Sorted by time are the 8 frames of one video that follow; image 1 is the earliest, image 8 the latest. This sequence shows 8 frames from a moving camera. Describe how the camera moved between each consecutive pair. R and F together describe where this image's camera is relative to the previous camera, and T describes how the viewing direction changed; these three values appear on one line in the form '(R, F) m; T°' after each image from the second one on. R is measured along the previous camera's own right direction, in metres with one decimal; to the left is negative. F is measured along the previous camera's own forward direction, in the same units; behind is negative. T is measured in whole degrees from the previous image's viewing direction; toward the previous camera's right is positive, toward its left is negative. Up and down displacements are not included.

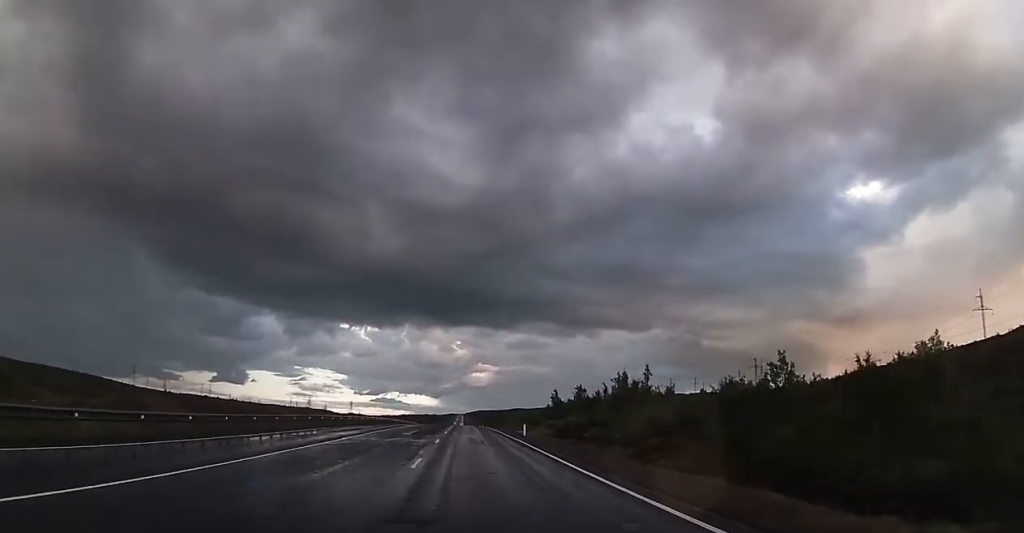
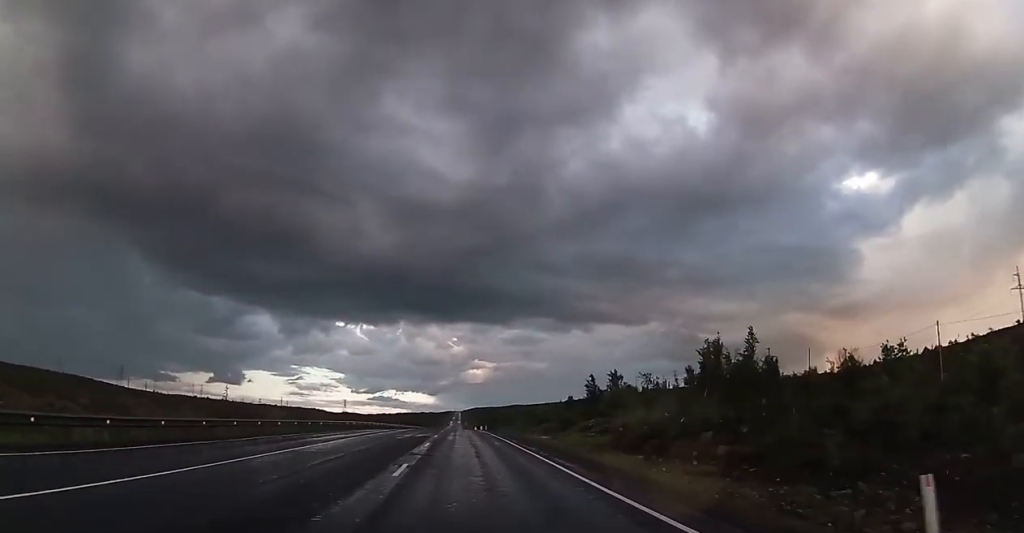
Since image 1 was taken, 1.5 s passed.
(-0.1, +37.5) m; 0°
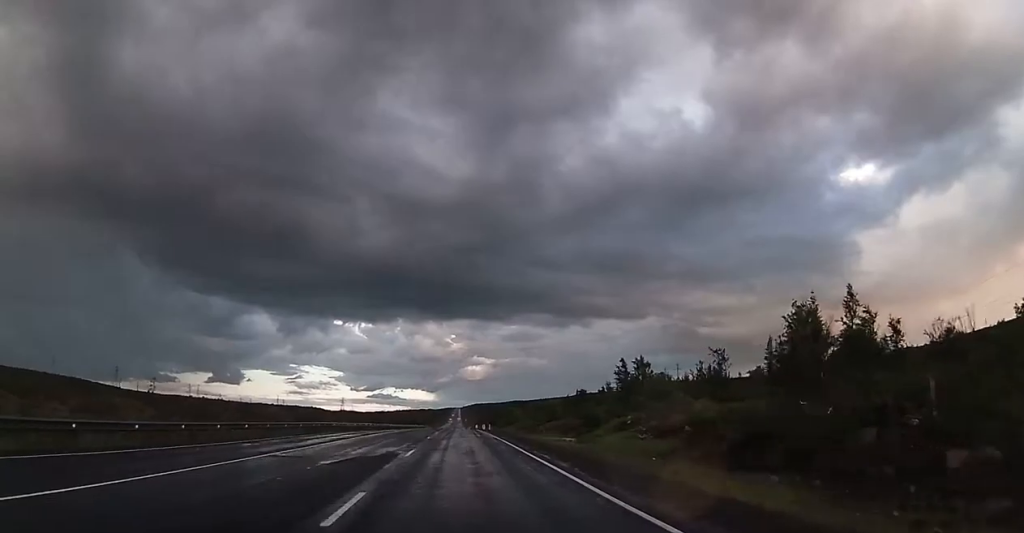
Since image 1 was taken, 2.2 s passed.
(0.0, +17.5) m; 0°
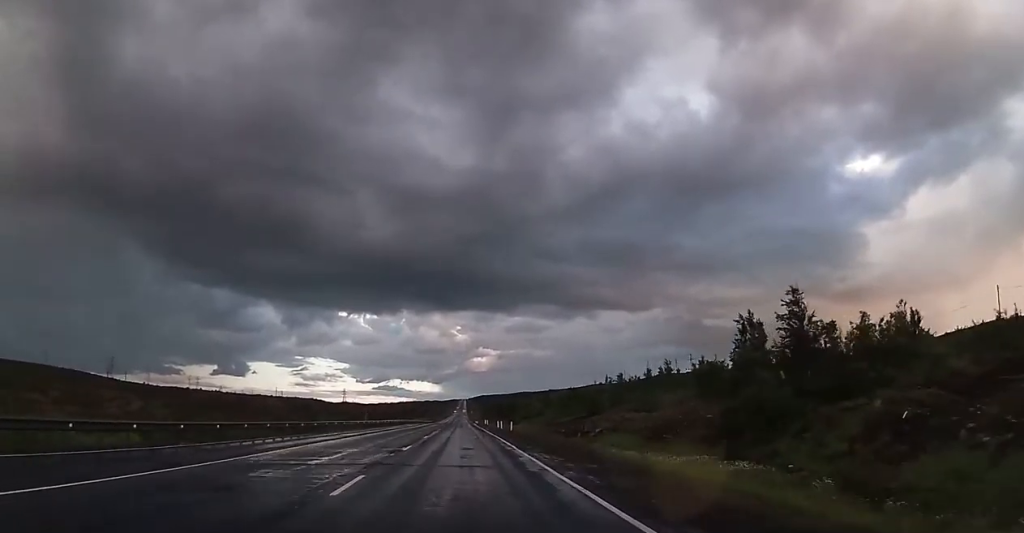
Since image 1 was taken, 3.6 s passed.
(0.0, +35.8) m; 0°
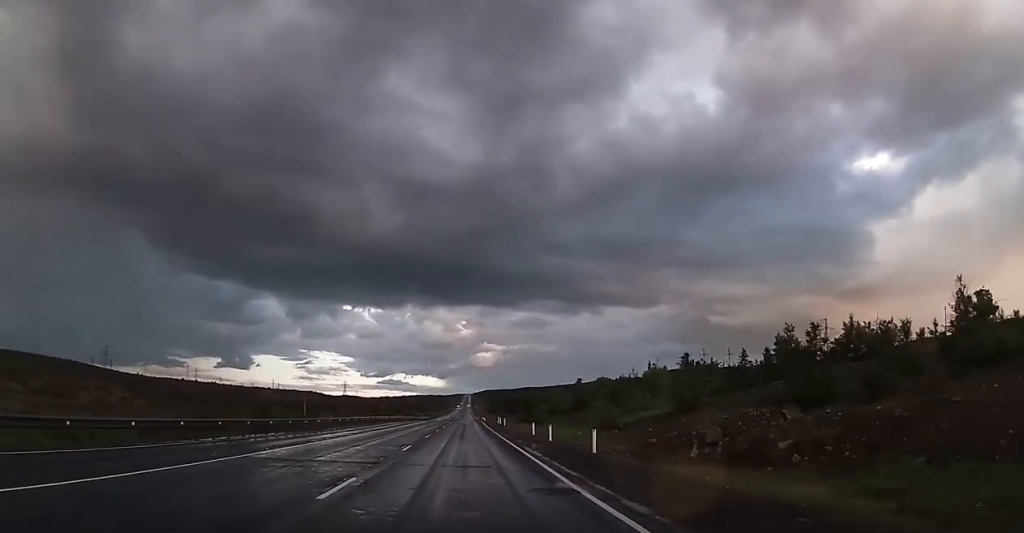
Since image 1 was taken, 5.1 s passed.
(-0.2, +35.9) m; 0°
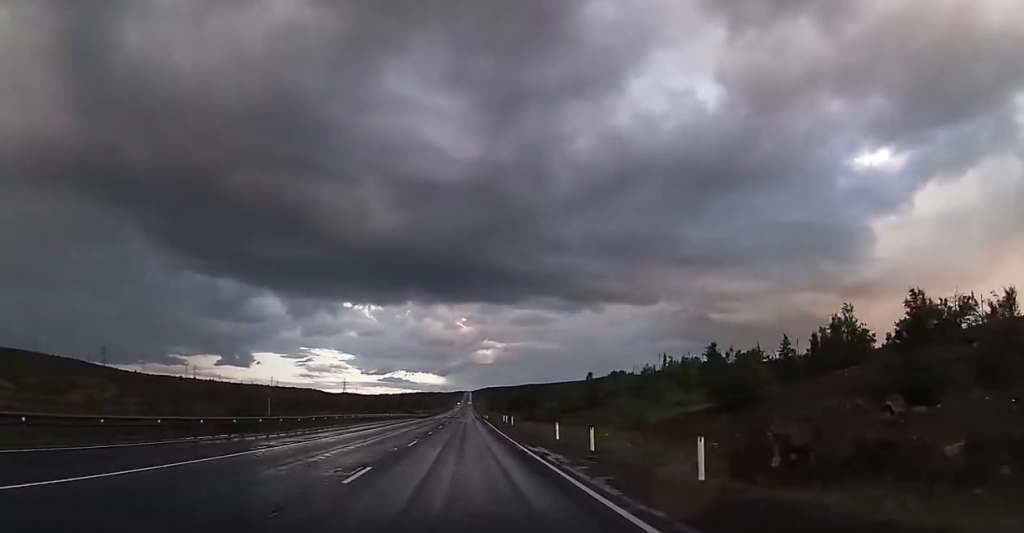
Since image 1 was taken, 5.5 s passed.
(0.0, +10.1) m; 0°
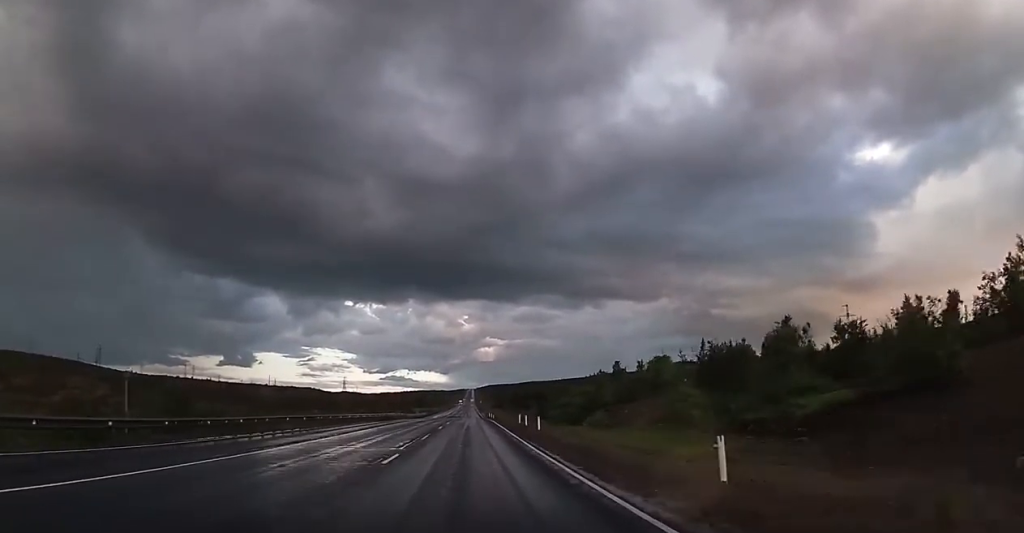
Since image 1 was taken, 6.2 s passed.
(+0.2, +19.5) m; 0°
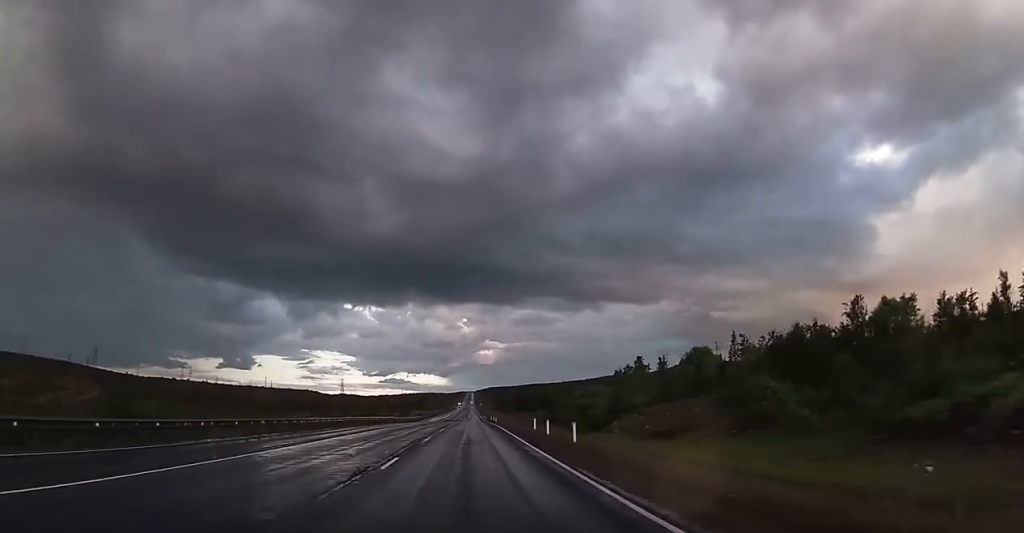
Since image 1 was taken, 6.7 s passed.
(-0.2, +12.8) m; 0°
